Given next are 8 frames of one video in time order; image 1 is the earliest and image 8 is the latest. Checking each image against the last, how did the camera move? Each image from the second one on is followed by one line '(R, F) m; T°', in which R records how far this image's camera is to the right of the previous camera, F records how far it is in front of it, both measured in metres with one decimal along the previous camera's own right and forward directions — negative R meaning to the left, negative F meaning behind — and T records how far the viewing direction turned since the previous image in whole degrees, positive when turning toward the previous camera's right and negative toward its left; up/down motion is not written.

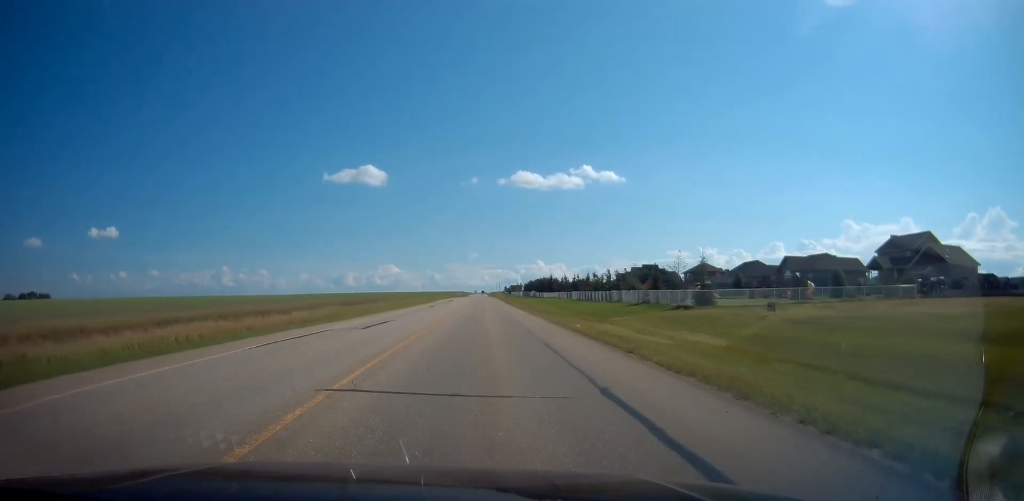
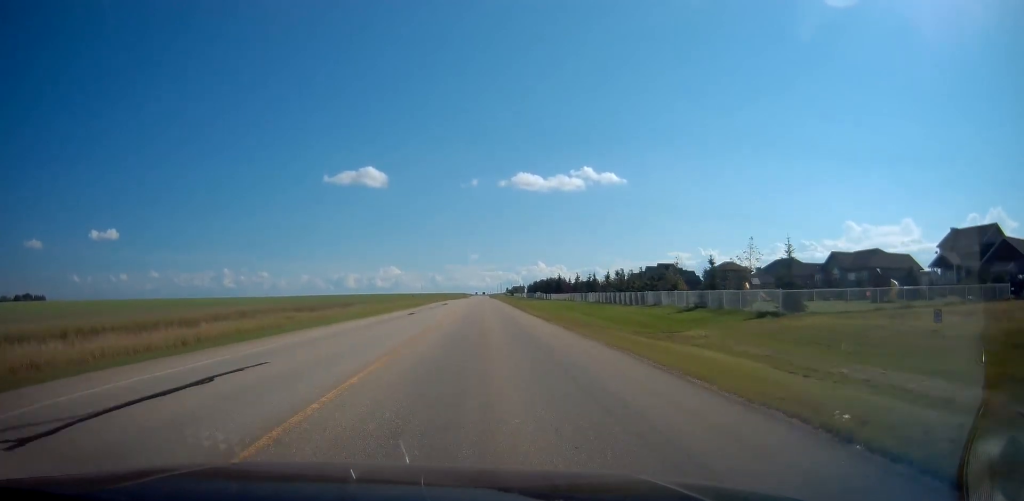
(0.0, +16.9) m; 0°
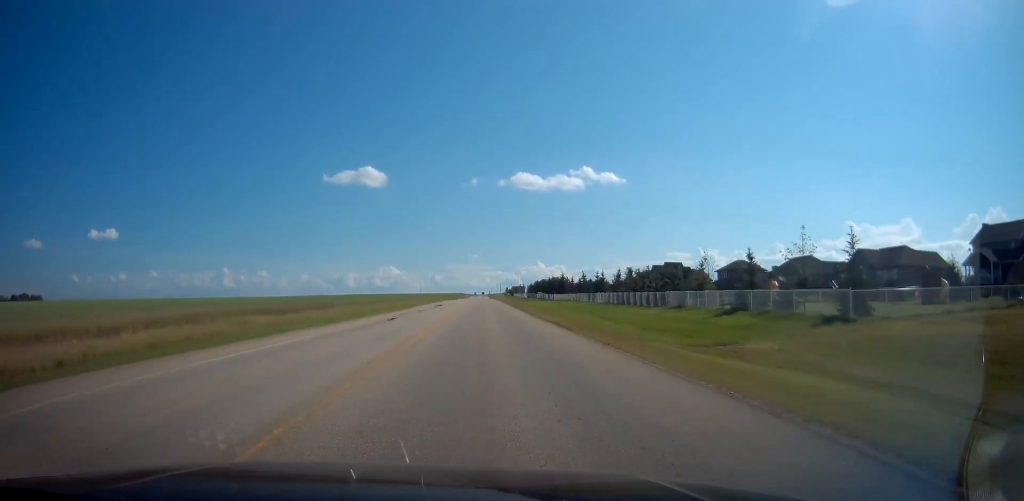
(0.0, +8.2) m; 0°
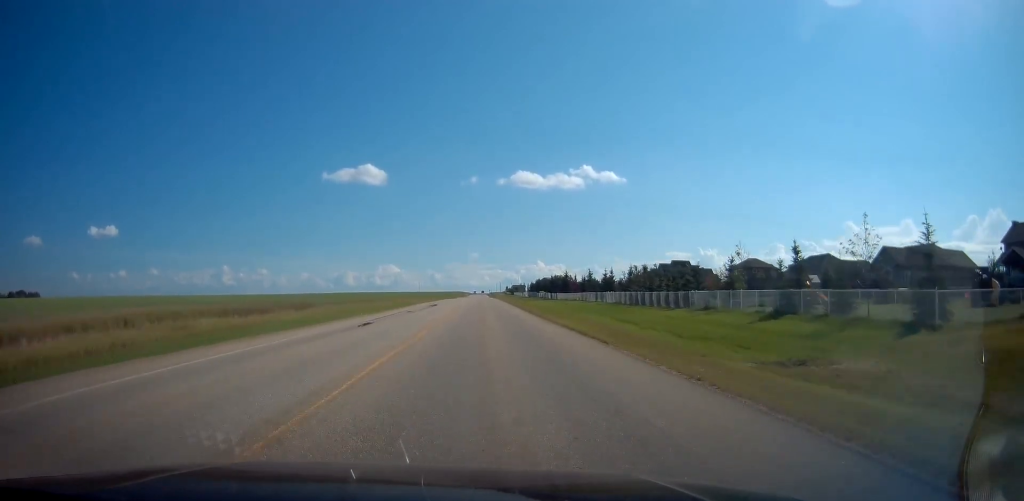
(0.0, +7.1) m; 0°
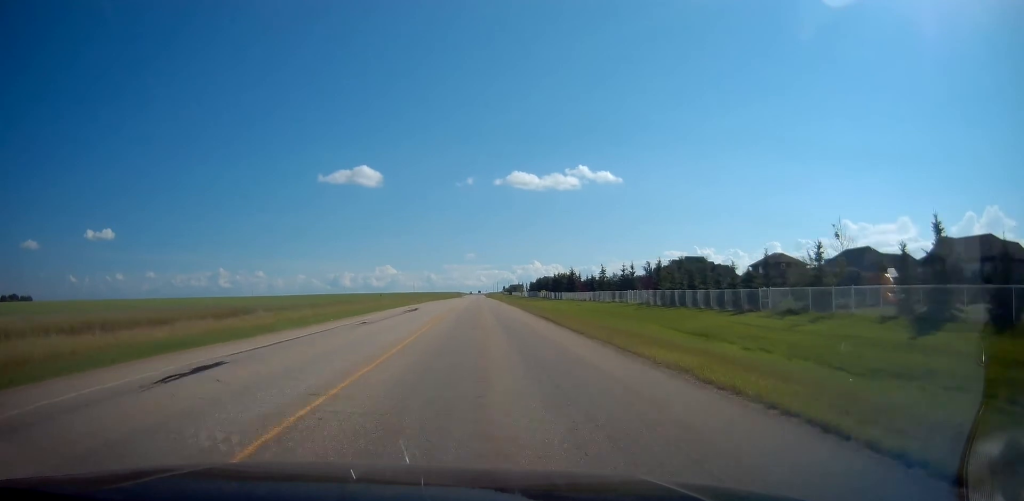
(0.0, +14.7) m; 0°
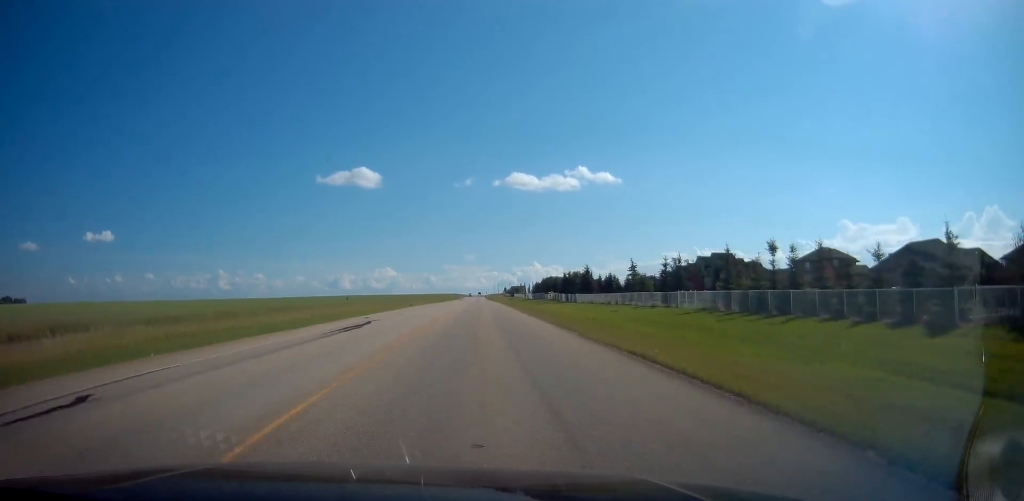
(0.0, +19.1) m; 0°
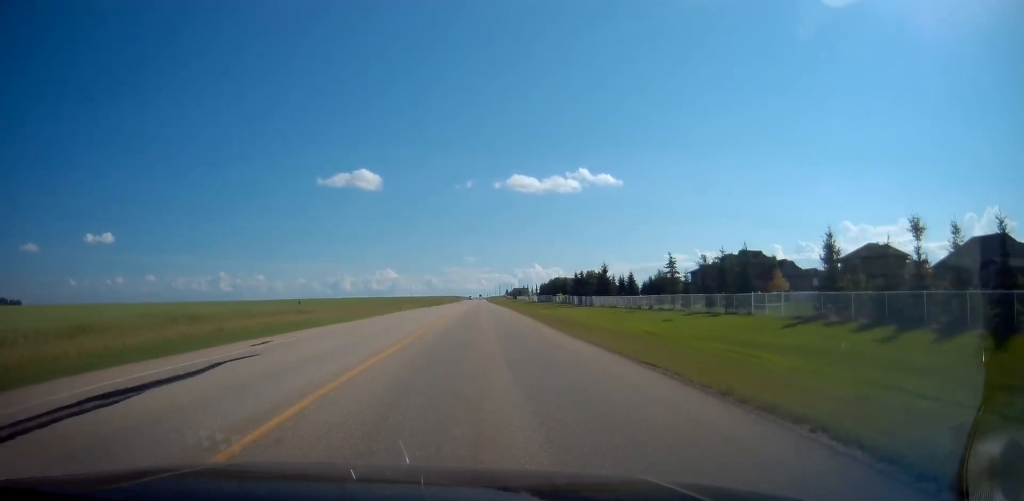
(0.0, +15.5) m; 0°
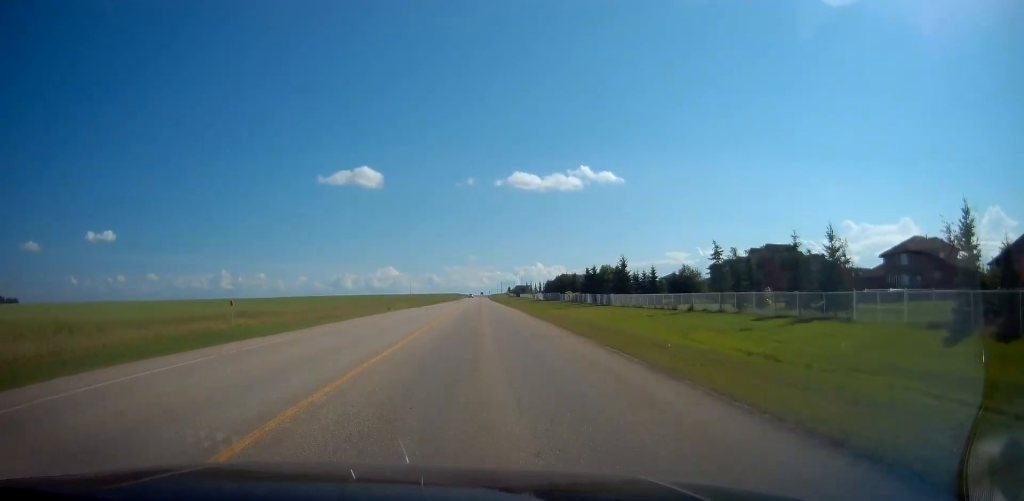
(0.0, +11.6) m; 0°
